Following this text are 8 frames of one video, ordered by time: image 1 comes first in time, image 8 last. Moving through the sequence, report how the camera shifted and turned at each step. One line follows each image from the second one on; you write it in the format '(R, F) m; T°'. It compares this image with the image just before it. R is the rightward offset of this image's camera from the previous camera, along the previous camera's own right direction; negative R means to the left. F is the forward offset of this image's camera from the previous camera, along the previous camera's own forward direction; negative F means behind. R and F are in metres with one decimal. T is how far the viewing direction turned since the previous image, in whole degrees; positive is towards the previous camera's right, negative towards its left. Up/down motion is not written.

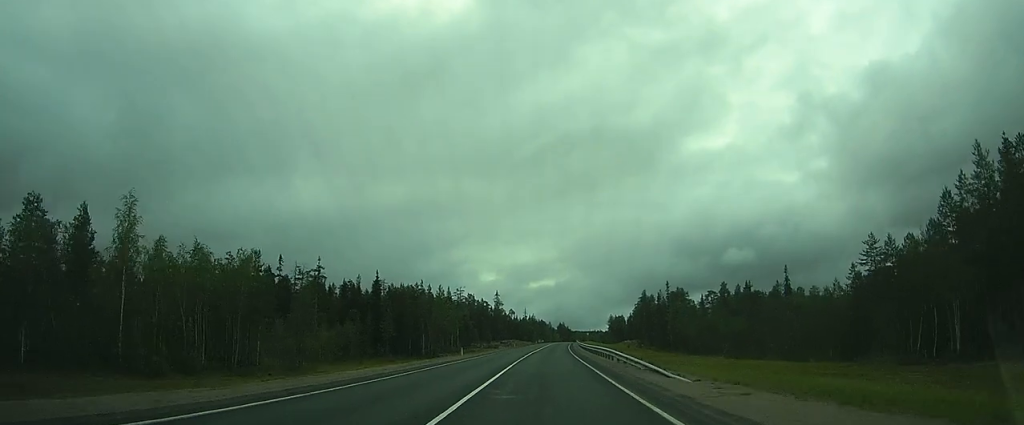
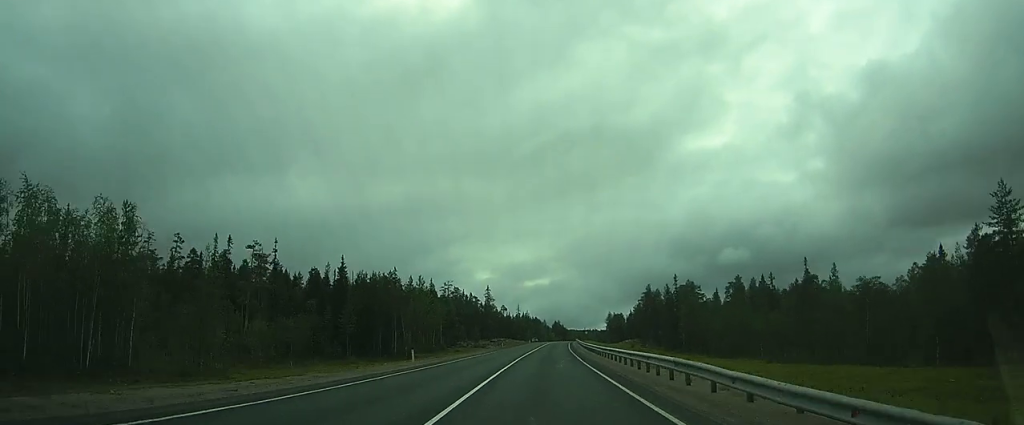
(0.0, +17.3) m; 0°
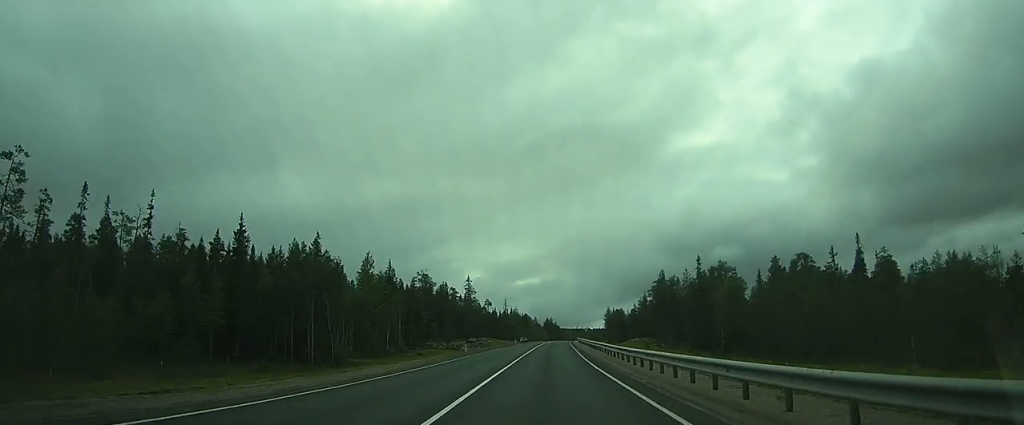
(0.0, +31.6) m; 0°
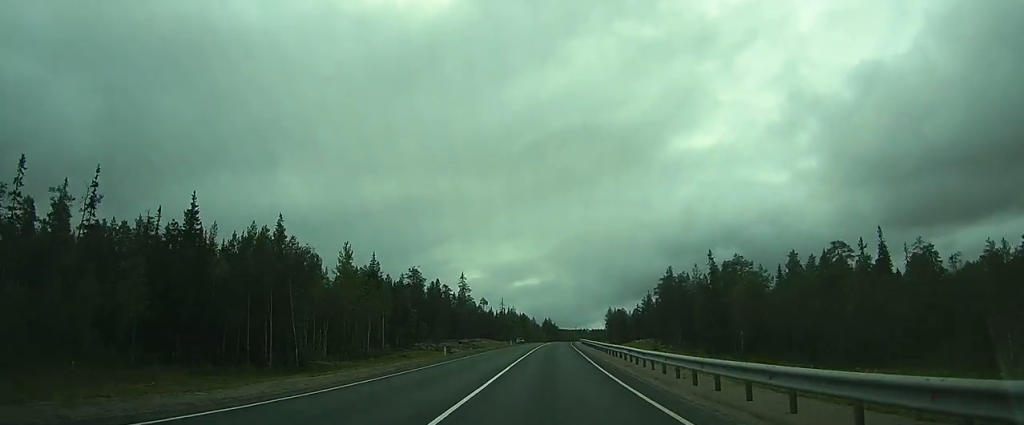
(0.0, +9.8) m; 0°
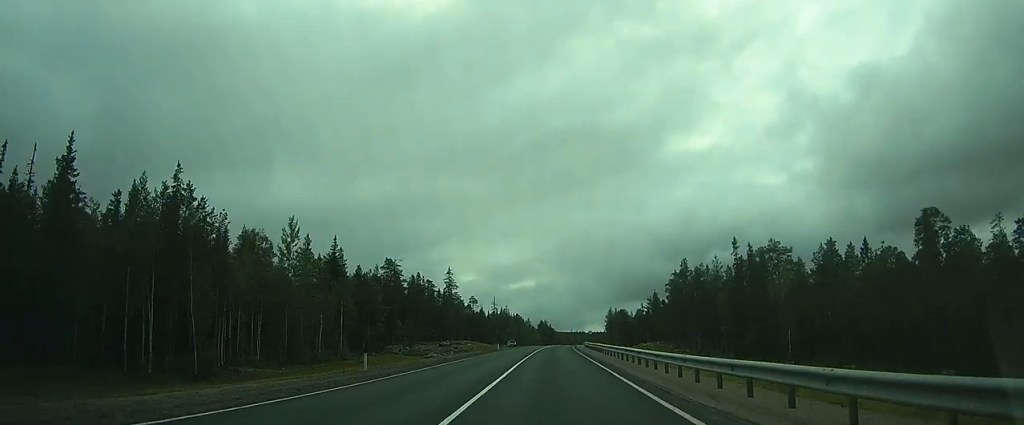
(0.0, +17.3) m; 0°
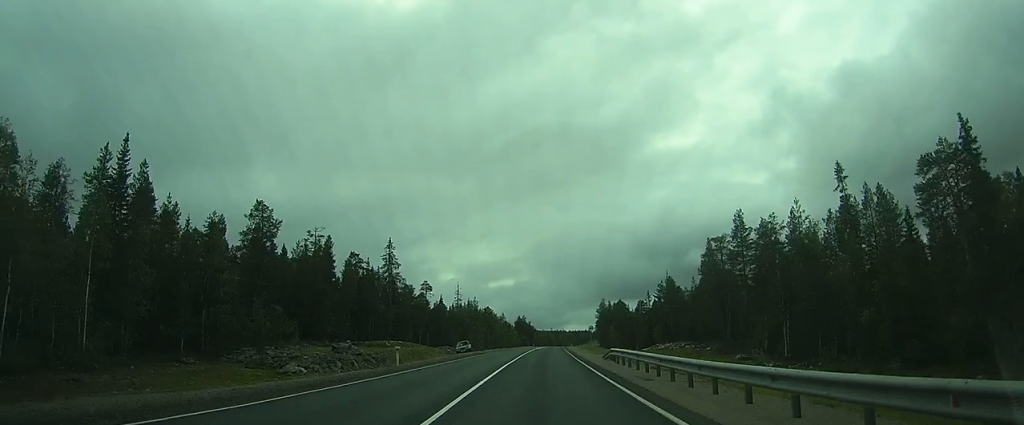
(0.0, +42.2) m; 0°
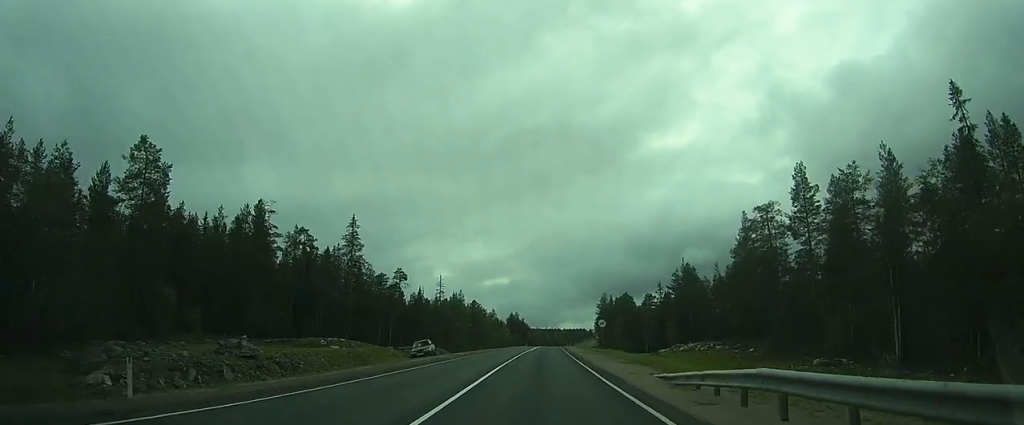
(0.0, +19.6) m; 0°
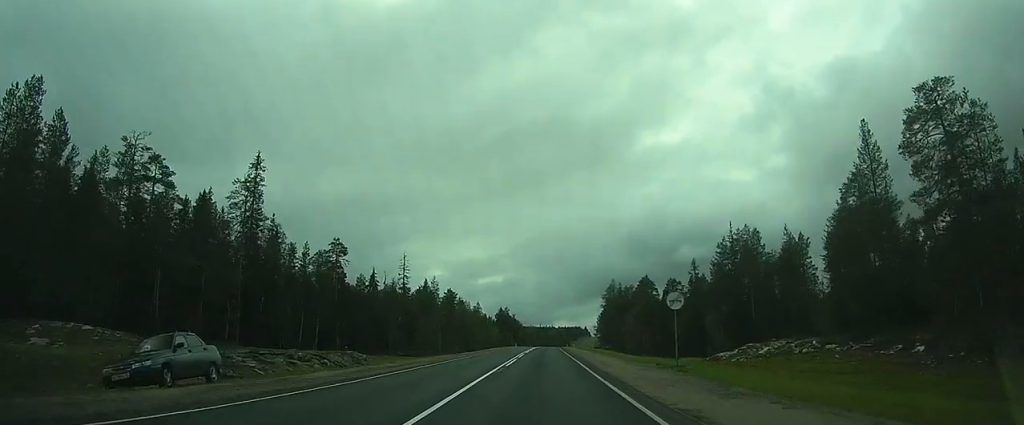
(0.0, +31.6) m; 0°
